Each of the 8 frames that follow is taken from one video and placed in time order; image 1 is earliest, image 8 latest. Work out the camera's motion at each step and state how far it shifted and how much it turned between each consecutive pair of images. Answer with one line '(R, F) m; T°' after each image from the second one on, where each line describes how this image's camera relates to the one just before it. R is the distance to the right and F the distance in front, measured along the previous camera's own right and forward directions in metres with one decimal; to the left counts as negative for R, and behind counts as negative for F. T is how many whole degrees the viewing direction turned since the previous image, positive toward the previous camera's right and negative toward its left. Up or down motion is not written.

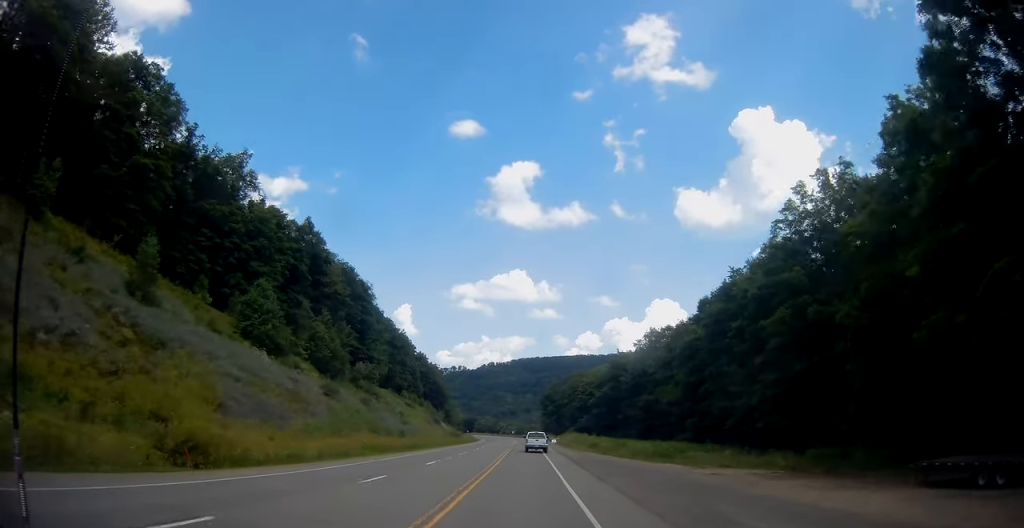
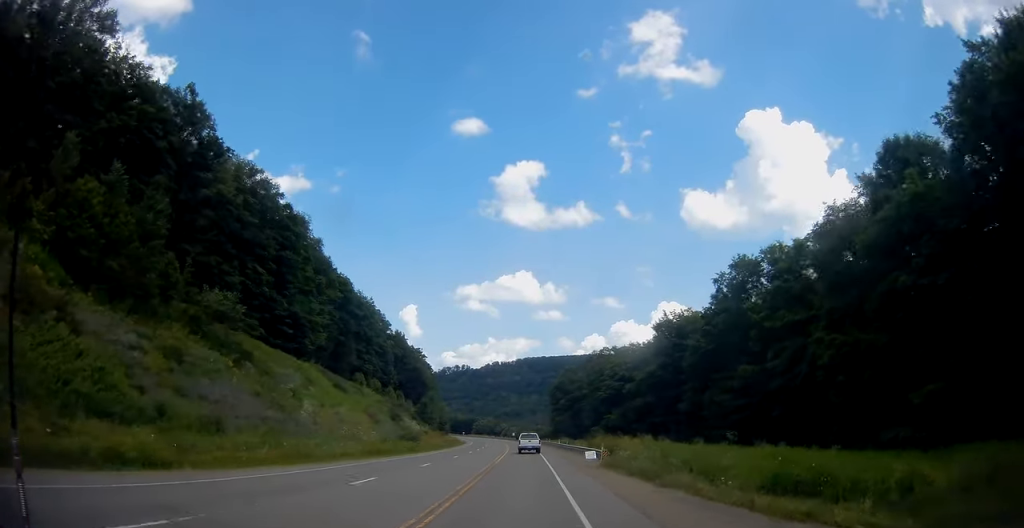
(-0.7, +49.4) m; -2°
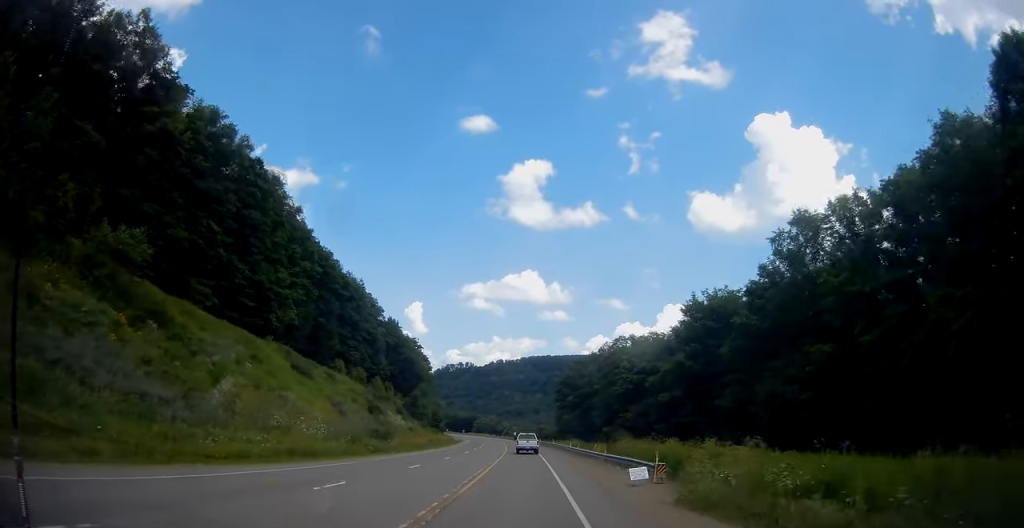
(+0.1, +15.5) m; 0°
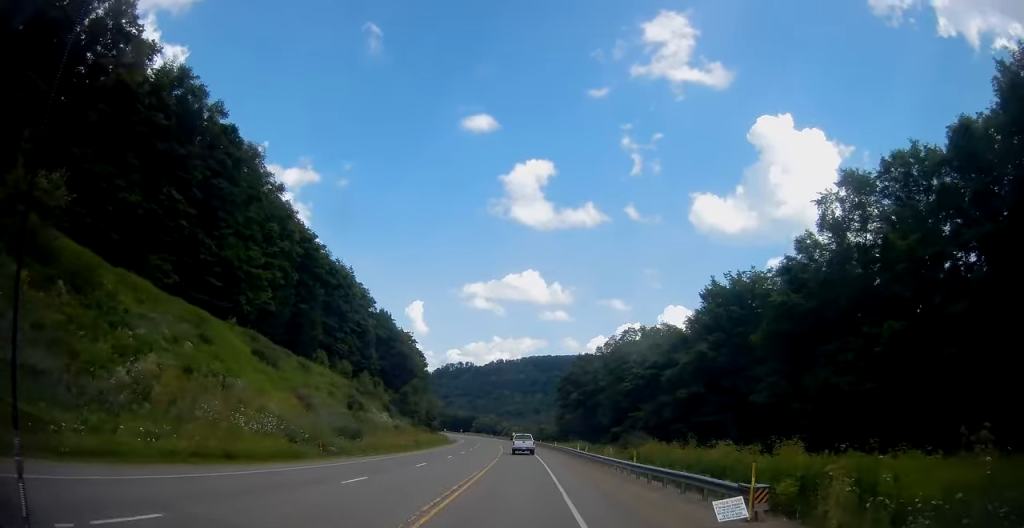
(0.0, +9.6) m; 0°
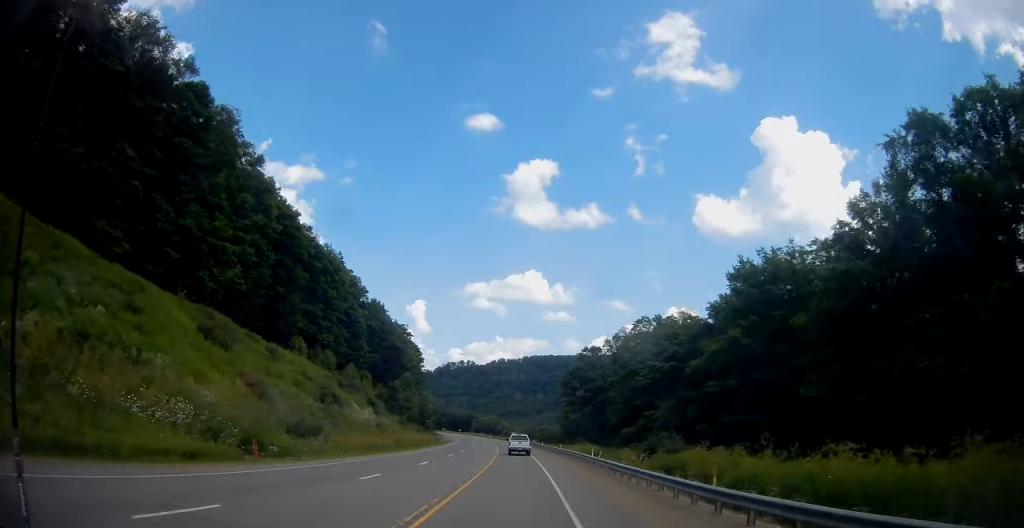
(0.0, +10.3) m; 0°
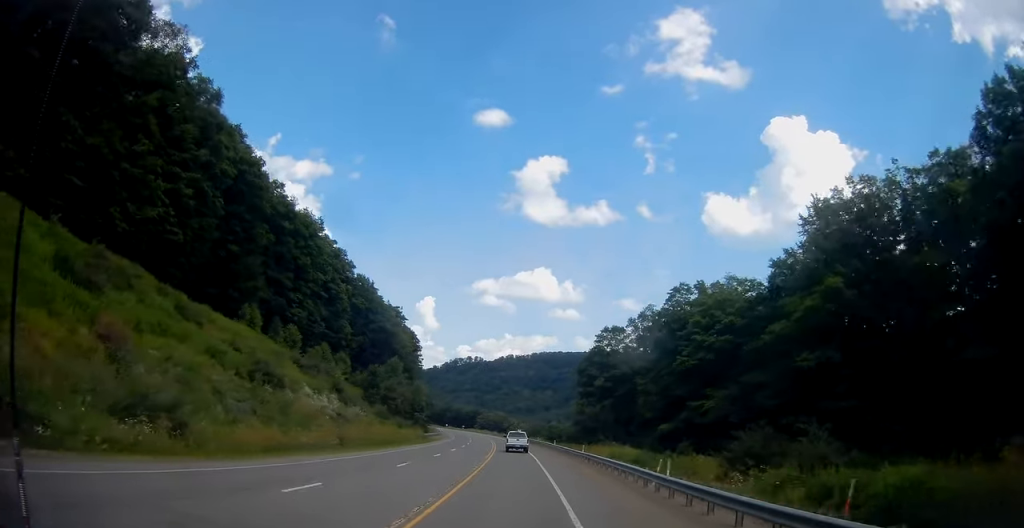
(0.0, +18.4) m; -1°
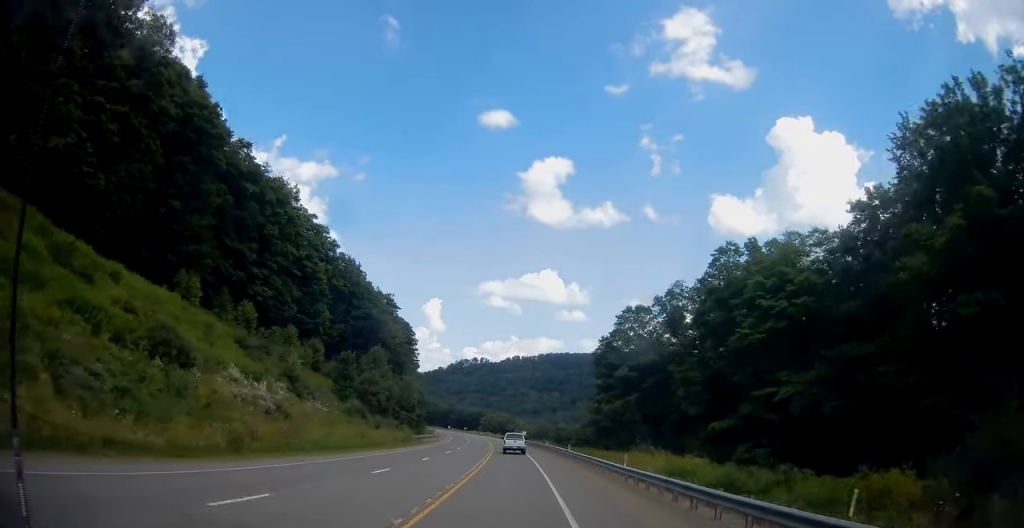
(-0.1, +15.5) m; -1°
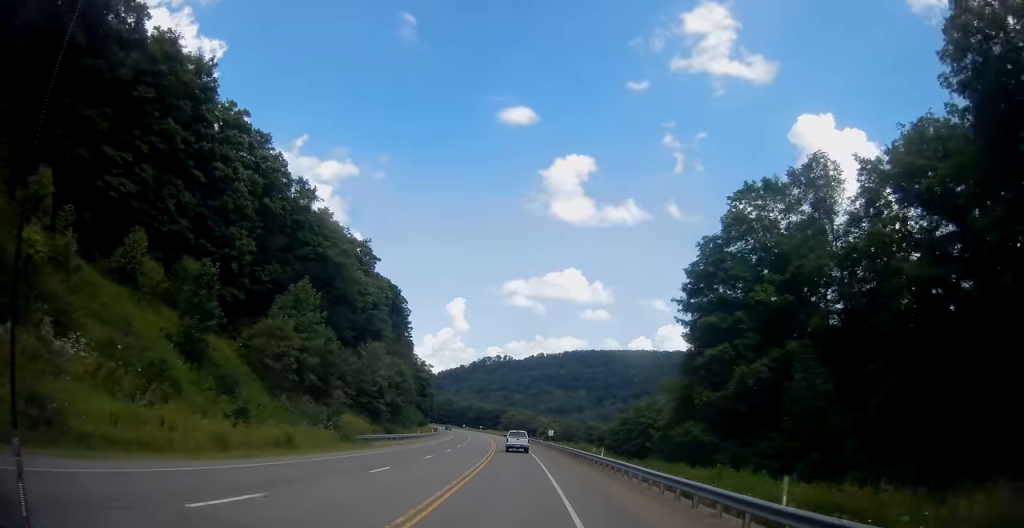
(-0.8, +37.2) m; -2°
